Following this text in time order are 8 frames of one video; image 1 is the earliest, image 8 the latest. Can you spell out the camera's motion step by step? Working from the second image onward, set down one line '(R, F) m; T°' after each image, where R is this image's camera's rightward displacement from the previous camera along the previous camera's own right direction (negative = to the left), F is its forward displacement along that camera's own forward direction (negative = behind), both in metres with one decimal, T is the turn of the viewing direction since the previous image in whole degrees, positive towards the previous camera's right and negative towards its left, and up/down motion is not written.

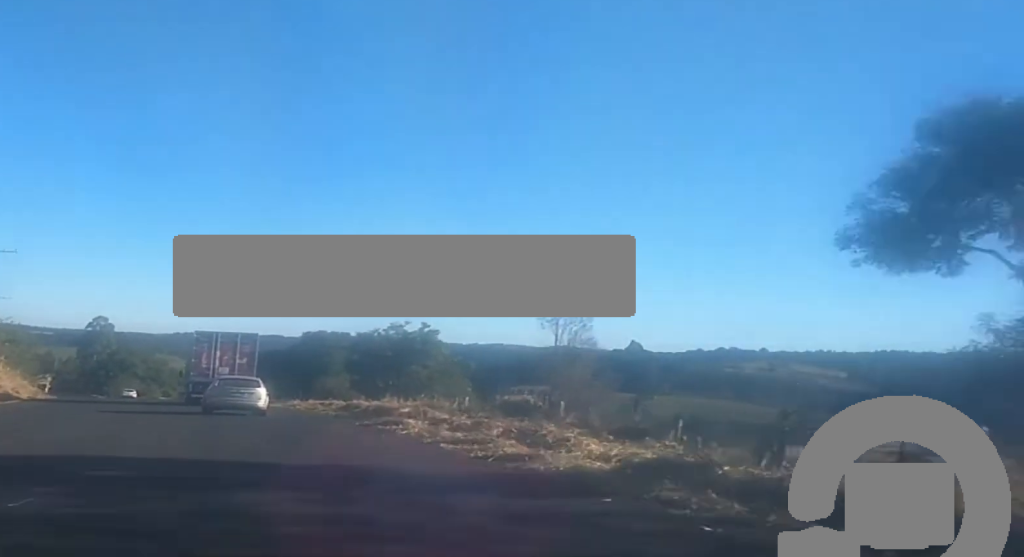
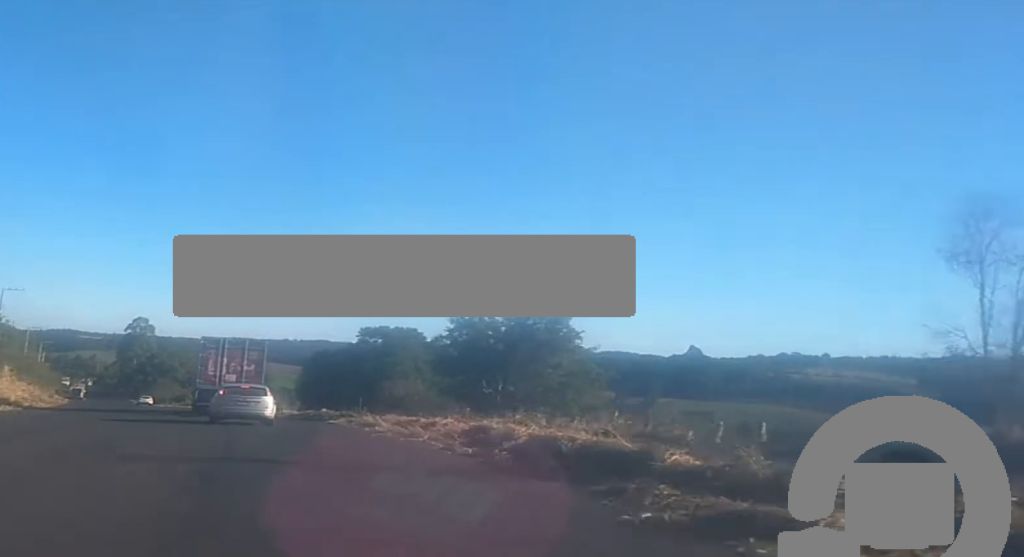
(-0.5, +18.7) m; -3°
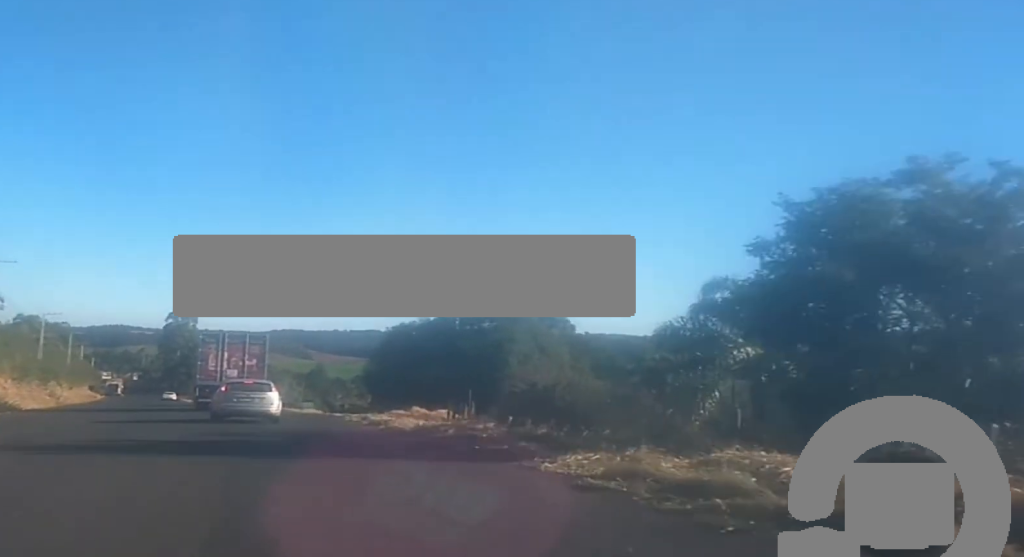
(-1.1, +25.1) m; -3°
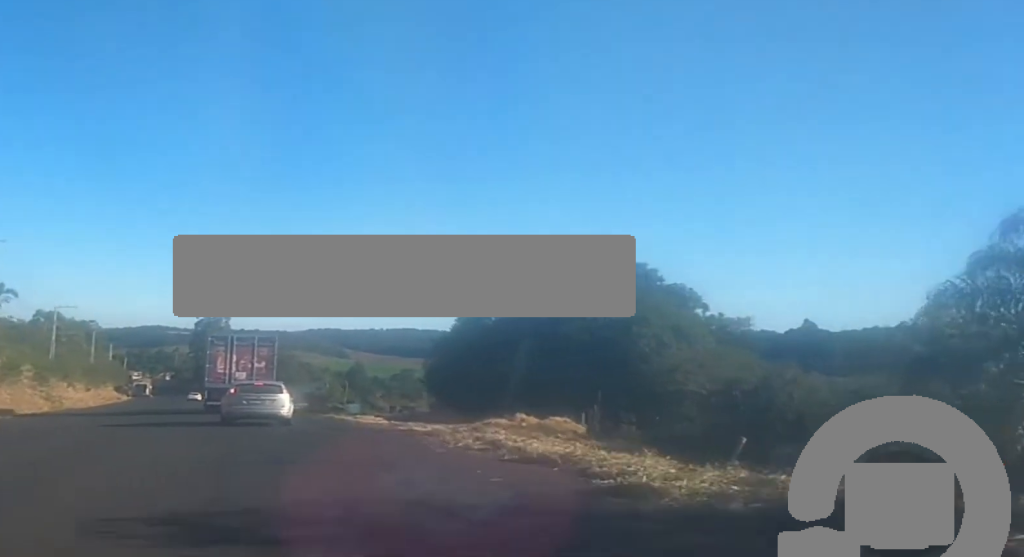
(-0.2, +16.0) m; -1°
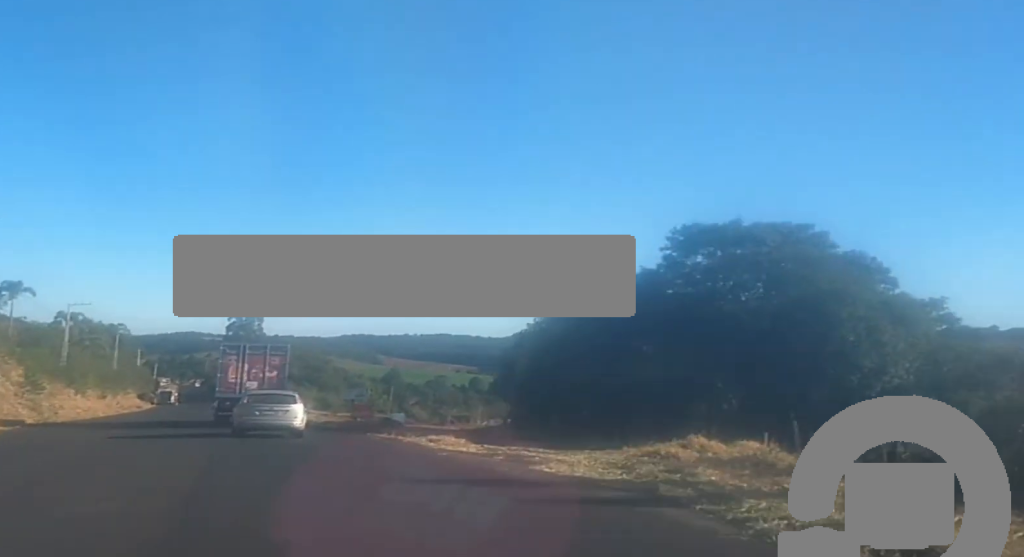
(+0.1, +13.2) m; 0°
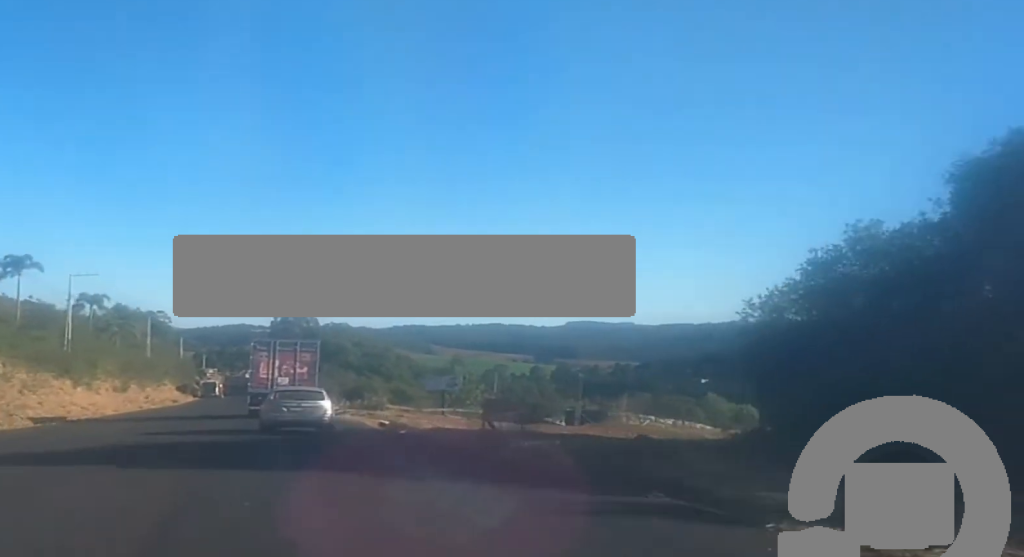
(-0.5, +23.9) m; -3°
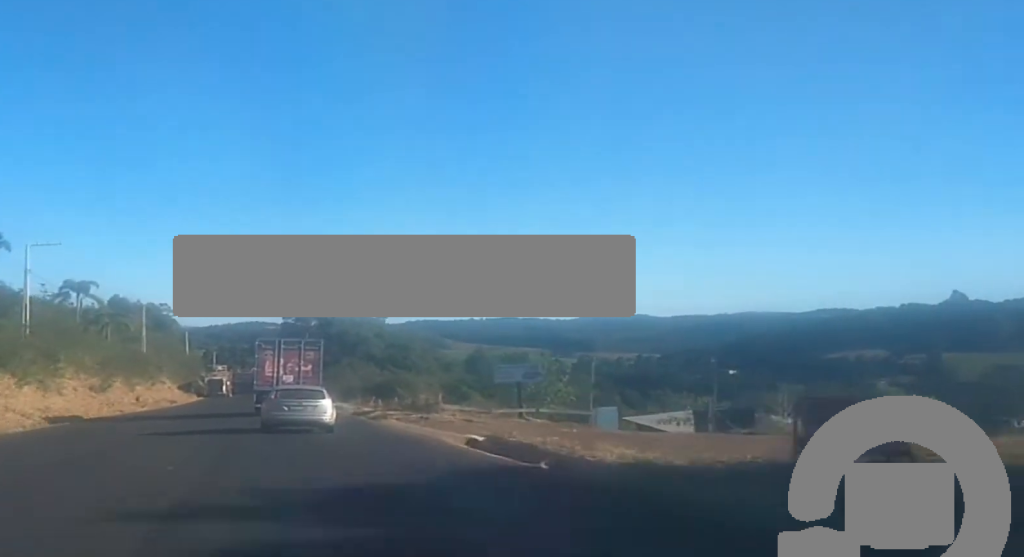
(-0.4, +17.7) m; -2°
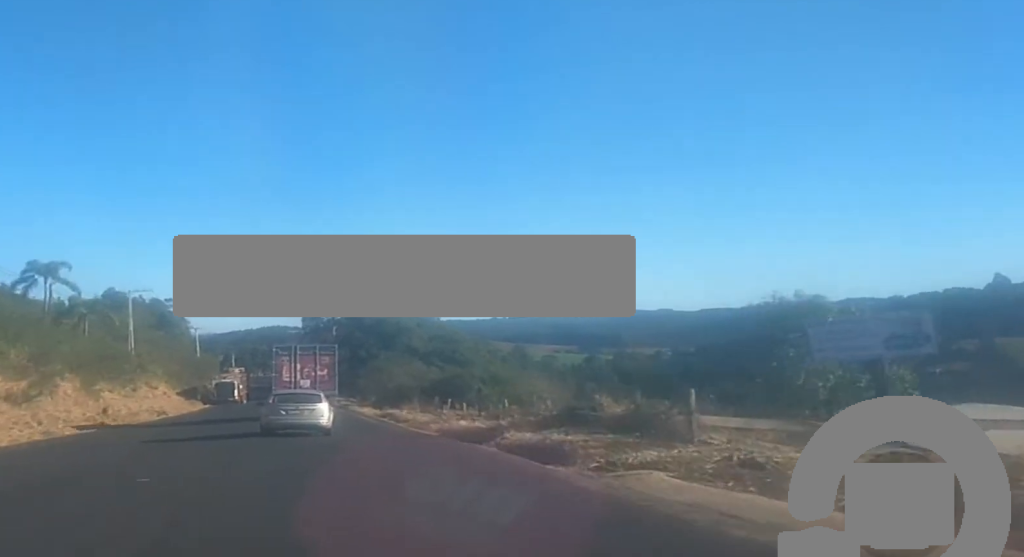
(-0.2, +28.6) m; -1°
